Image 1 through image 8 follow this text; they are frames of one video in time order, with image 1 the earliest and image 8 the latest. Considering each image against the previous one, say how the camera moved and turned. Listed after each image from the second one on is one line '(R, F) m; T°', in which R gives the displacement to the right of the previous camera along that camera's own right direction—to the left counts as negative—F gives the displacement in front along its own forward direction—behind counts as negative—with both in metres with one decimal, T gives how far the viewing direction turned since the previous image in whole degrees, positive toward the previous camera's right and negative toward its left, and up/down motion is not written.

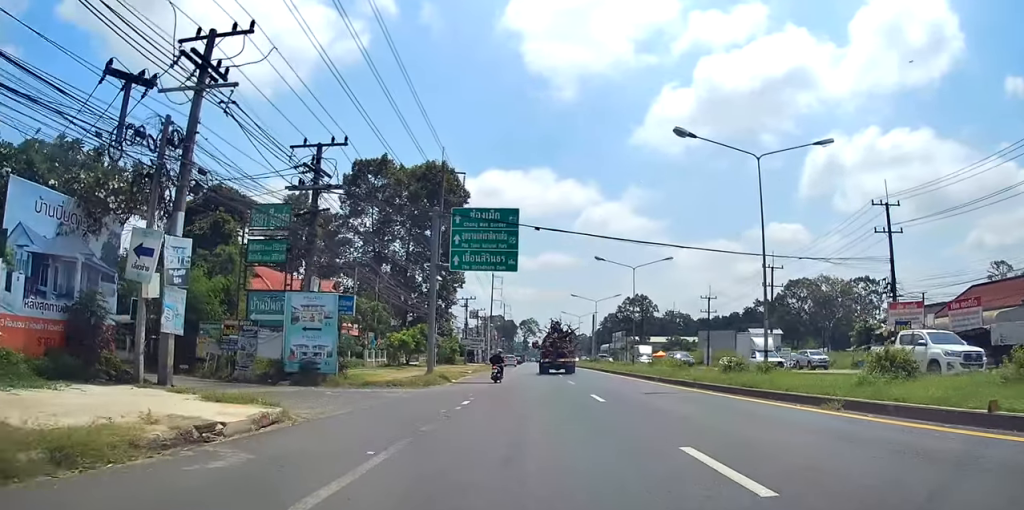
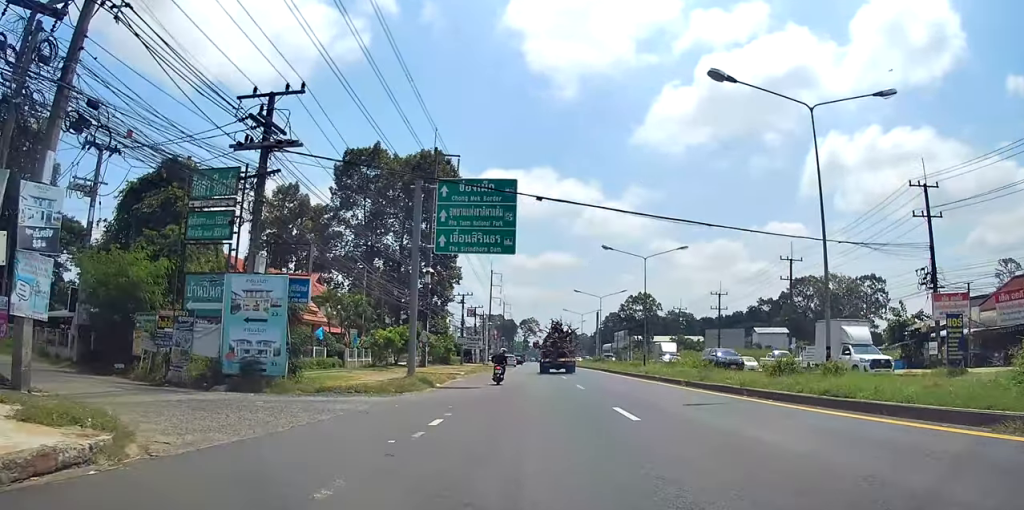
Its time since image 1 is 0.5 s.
(0.0, +5.2) m; +1°
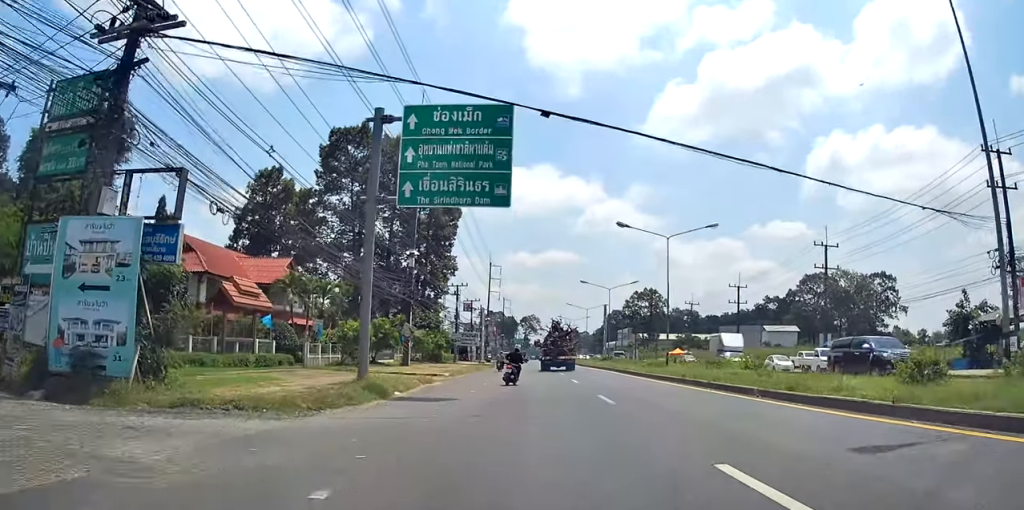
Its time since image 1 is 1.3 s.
(+0.2, +8.3) m; -1°
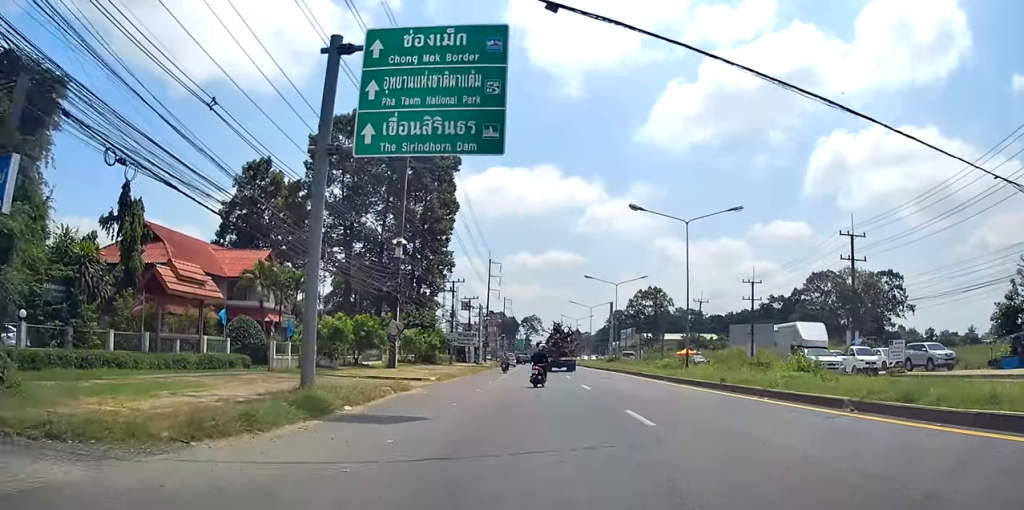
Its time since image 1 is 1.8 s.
(-0.1, +5.2) m; 0°
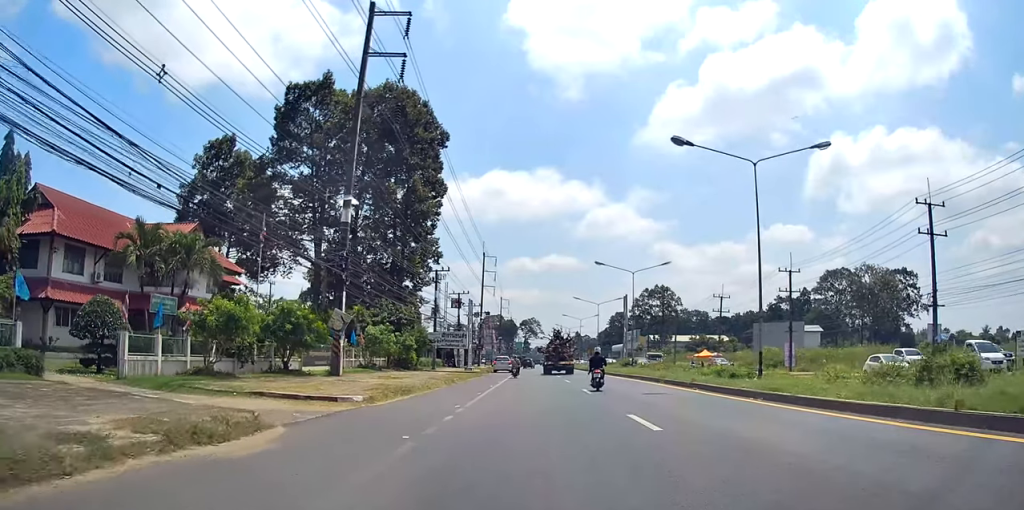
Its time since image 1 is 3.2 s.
(0.0, +12.2) m; 0°
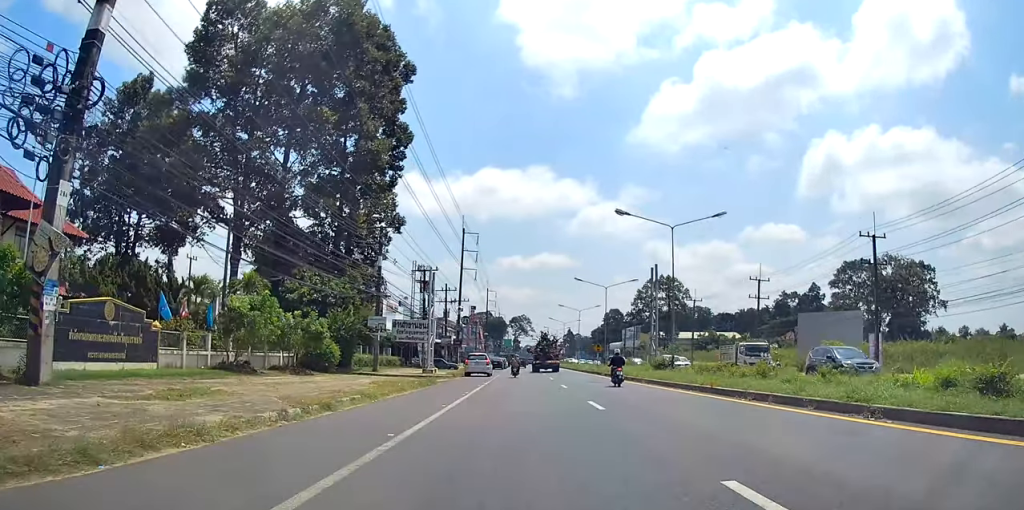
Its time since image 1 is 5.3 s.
(-0.3, +18.8) m; 0°
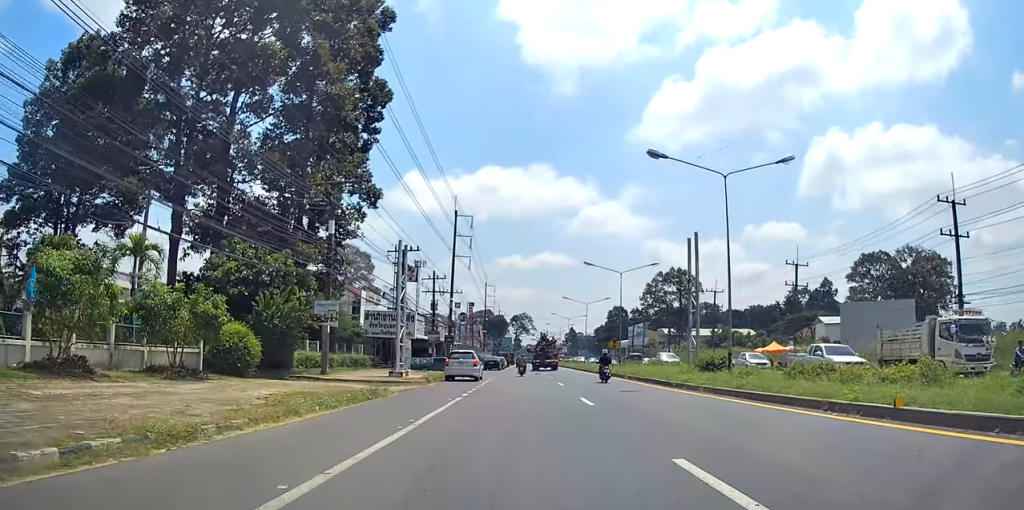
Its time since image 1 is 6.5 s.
(+0.3, +10.1) m; 0°
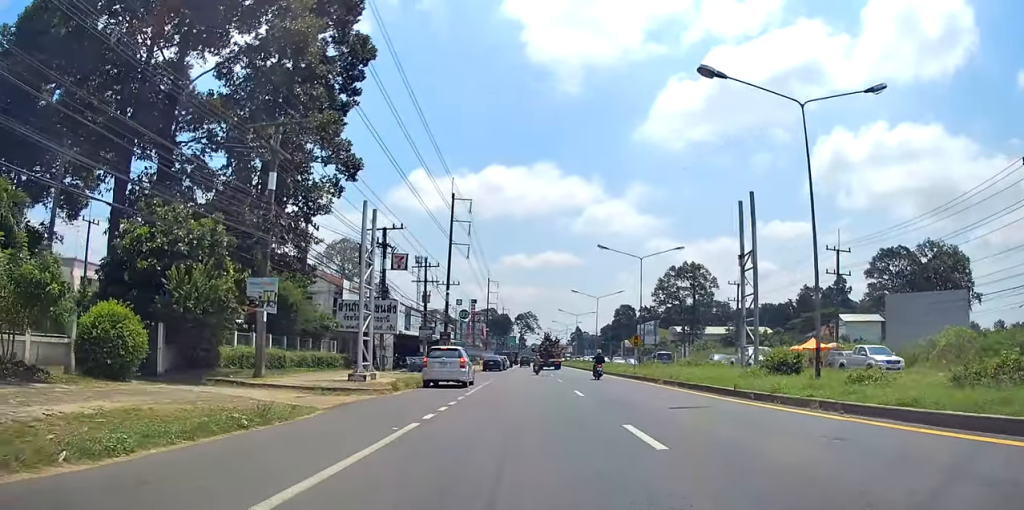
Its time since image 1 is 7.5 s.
(-0.3, +7.7) m; -3°
